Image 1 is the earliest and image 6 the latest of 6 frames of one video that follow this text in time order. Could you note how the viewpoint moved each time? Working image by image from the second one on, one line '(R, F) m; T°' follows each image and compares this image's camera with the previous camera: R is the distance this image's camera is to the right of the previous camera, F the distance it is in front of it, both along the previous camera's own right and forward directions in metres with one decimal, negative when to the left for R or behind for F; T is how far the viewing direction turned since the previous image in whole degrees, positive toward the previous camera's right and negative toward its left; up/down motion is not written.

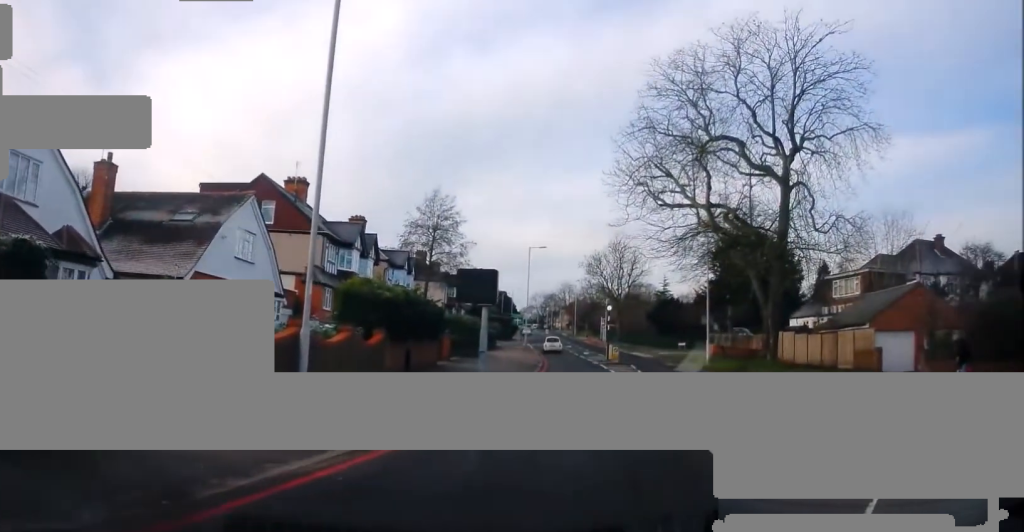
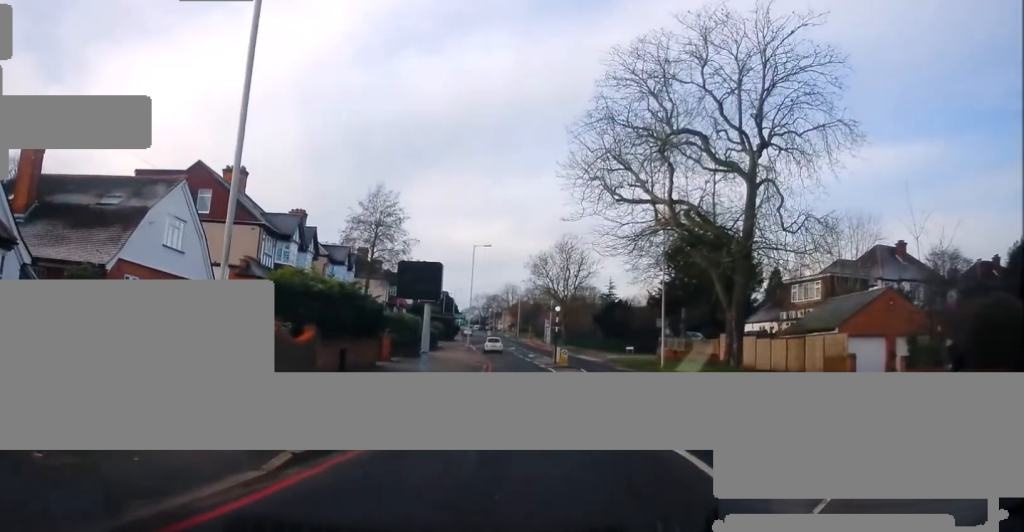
(-0.2, +1.8) m; +5°
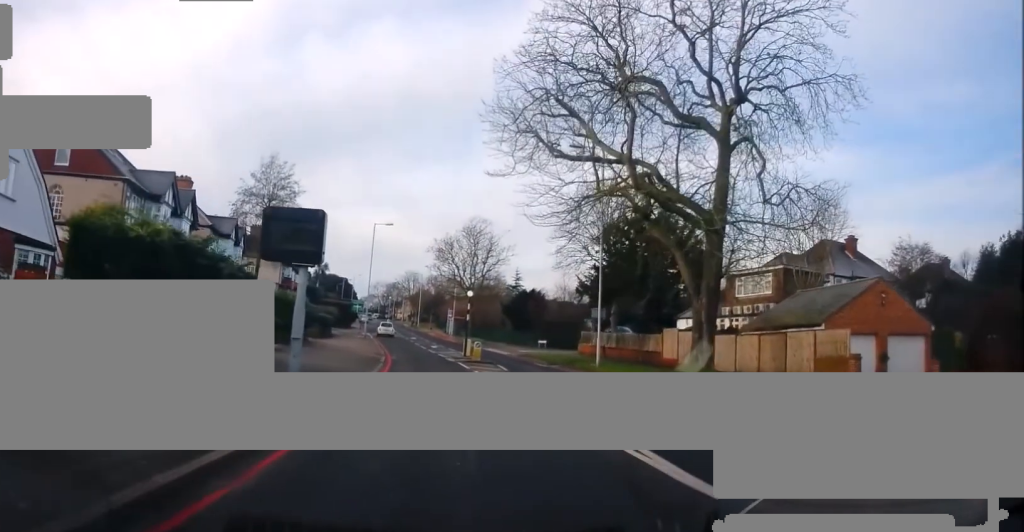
(+0.8, +6.2) m; +8°
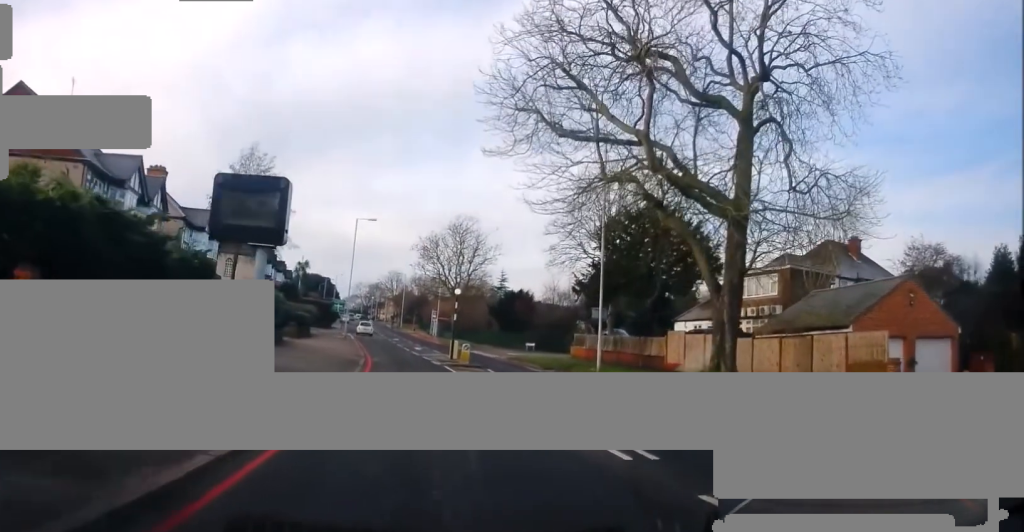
(0.0, +2.9) m; 0°
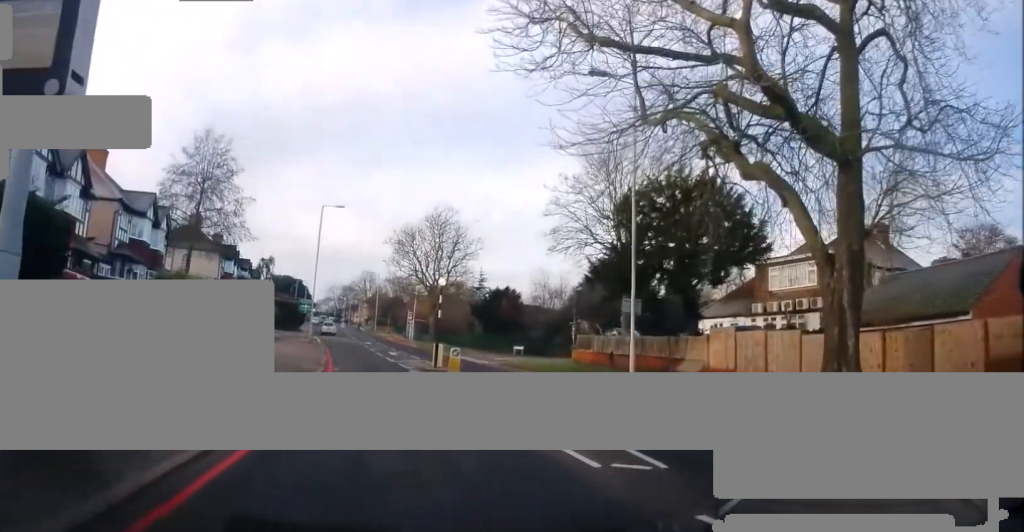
(0.0, +7.3) m; 0°
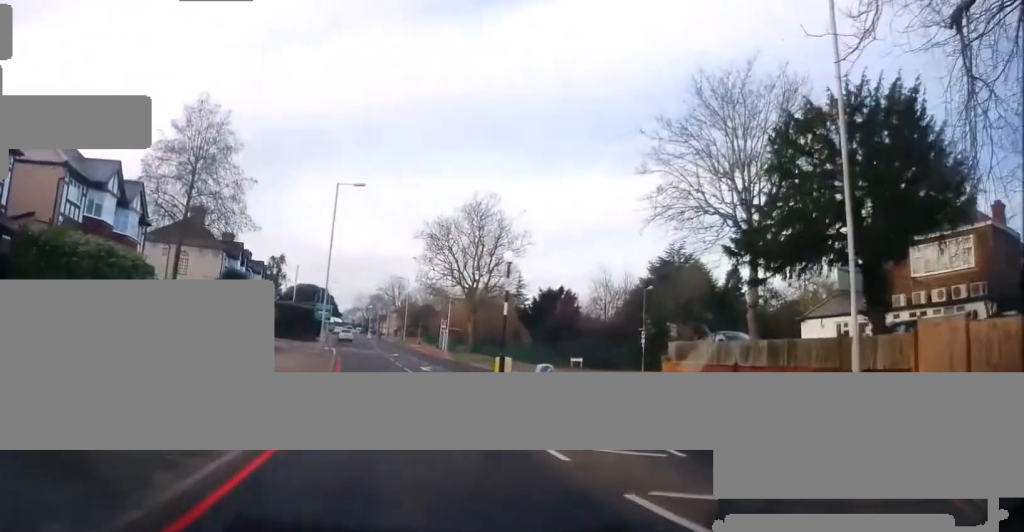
(-0.1, +11.0) m; -3°
